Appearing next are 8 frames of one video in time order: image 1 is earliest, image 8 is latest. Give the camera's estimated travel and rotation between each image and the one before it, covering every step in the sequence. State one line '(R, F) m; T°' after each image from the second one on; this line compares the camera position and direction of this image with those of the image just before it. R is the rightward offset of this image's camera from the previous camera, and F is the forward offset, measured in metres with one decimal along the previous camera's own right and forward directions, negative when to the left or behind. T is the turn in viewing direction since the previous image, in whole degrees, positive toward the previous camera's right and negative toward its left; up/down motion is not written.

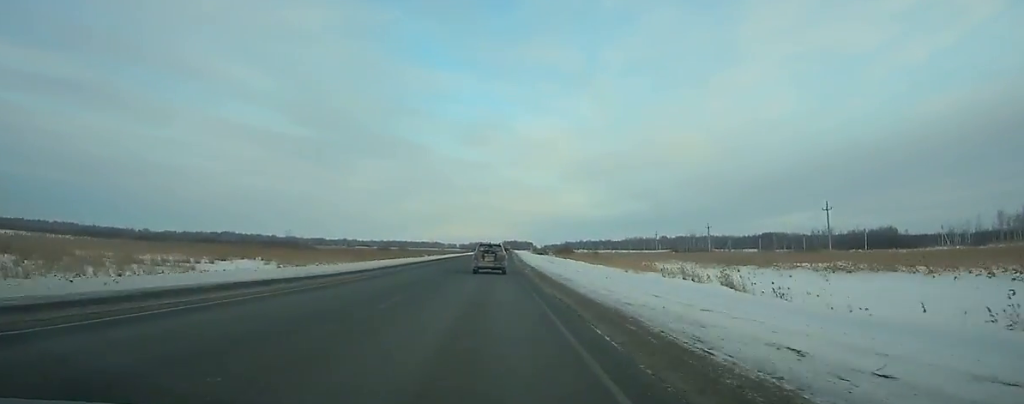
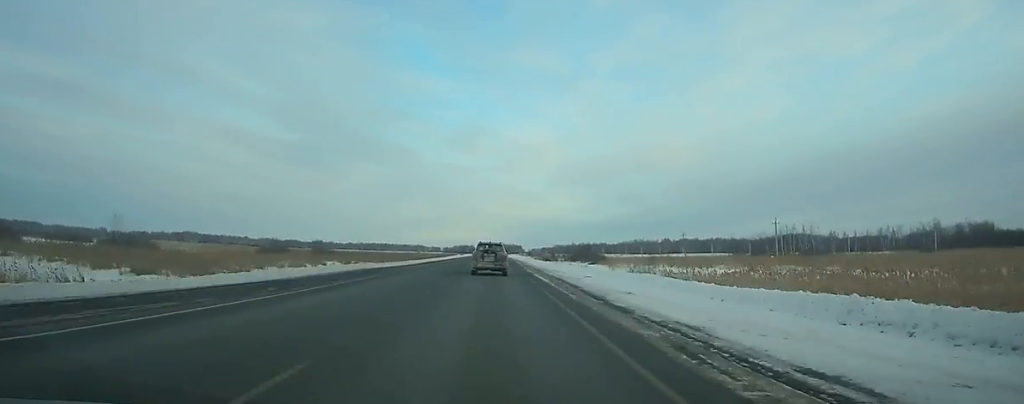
(+0.6, +104.0) m; +1°
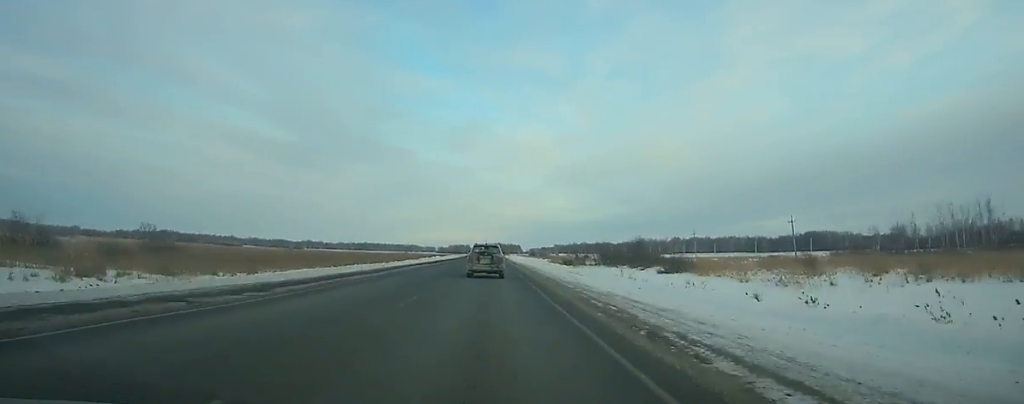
(+0.1, +72.0) m; 0°
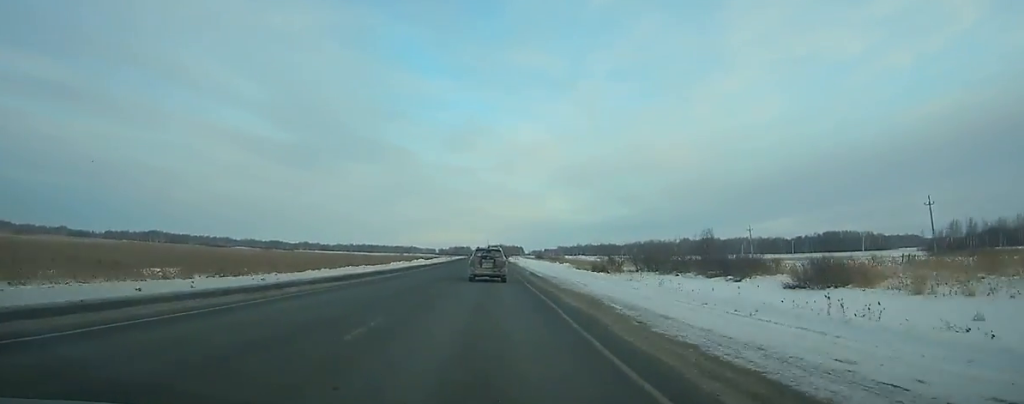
(0.0, +41.5) m; 0°
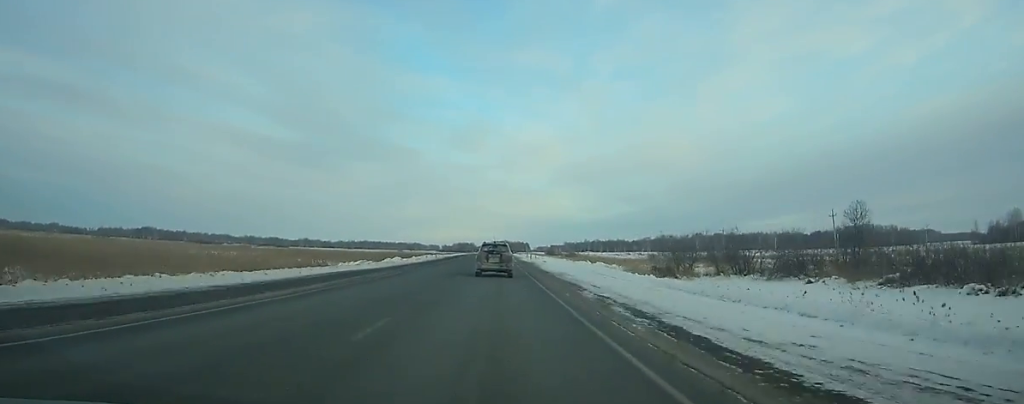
(-0.1, +36.4) m; 0°
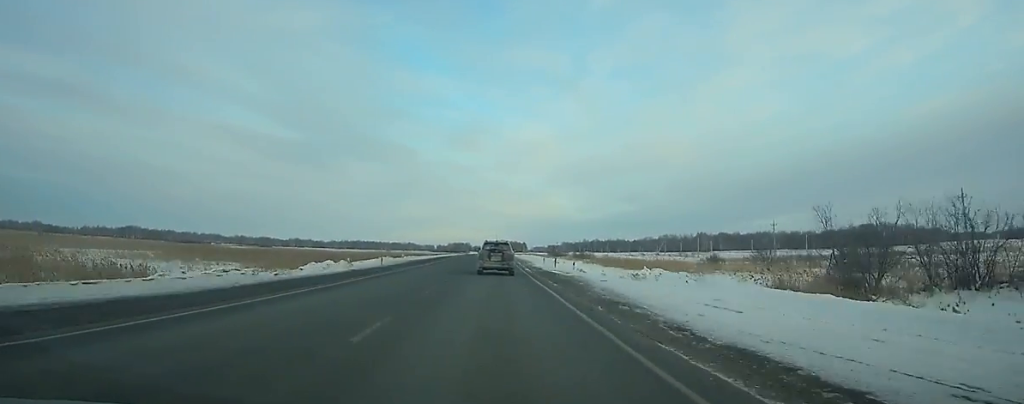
(+0.1, +36.1) m; 0°
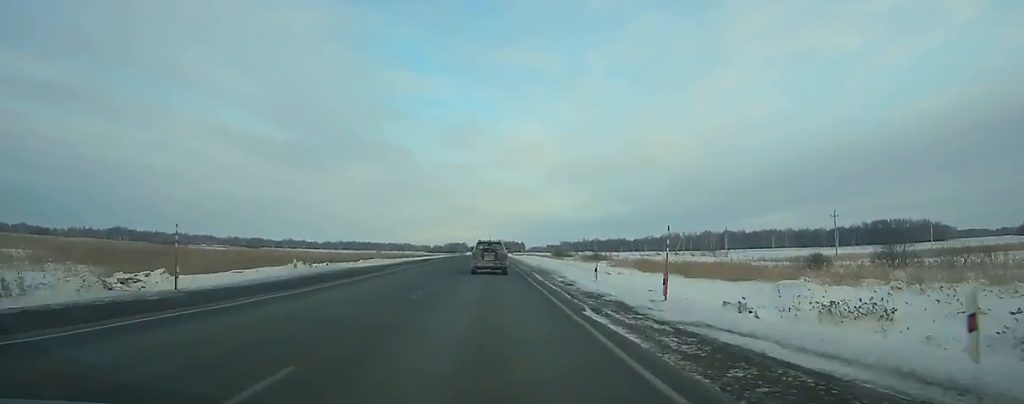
(+0.2, +28.9) m; 0°
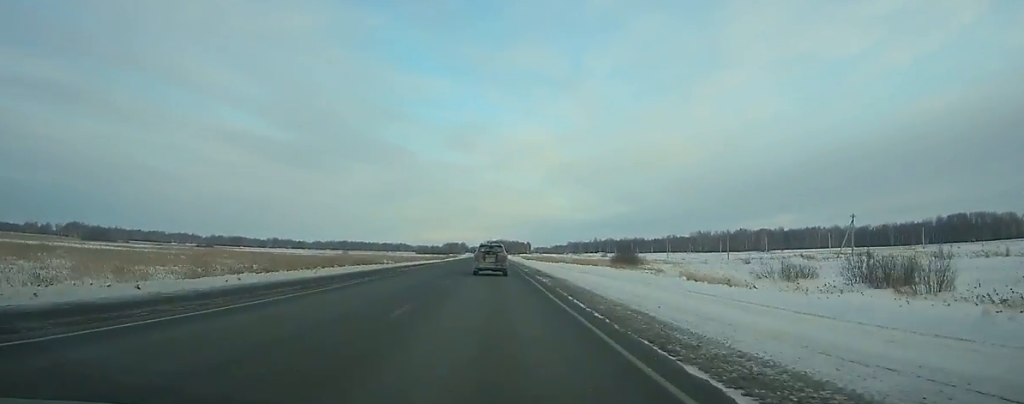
(-0.5, +110.9) m; 0°
